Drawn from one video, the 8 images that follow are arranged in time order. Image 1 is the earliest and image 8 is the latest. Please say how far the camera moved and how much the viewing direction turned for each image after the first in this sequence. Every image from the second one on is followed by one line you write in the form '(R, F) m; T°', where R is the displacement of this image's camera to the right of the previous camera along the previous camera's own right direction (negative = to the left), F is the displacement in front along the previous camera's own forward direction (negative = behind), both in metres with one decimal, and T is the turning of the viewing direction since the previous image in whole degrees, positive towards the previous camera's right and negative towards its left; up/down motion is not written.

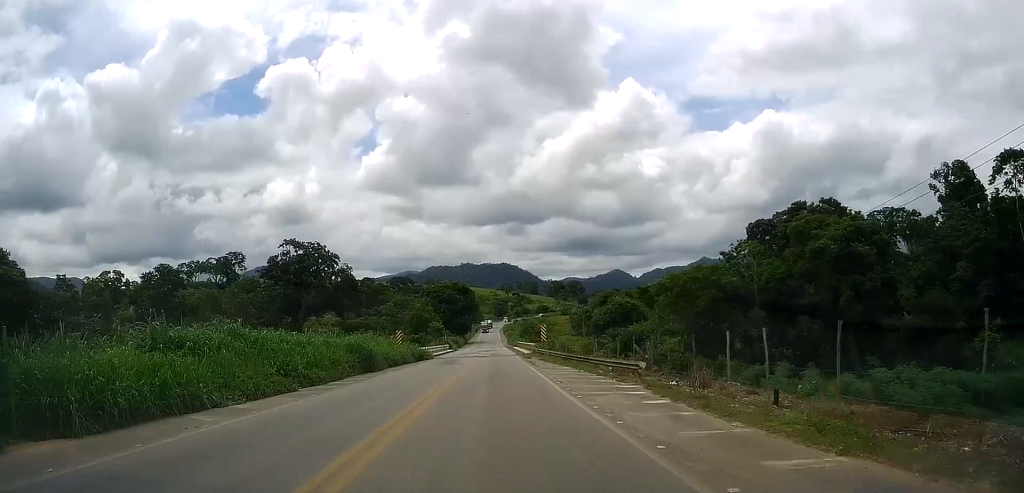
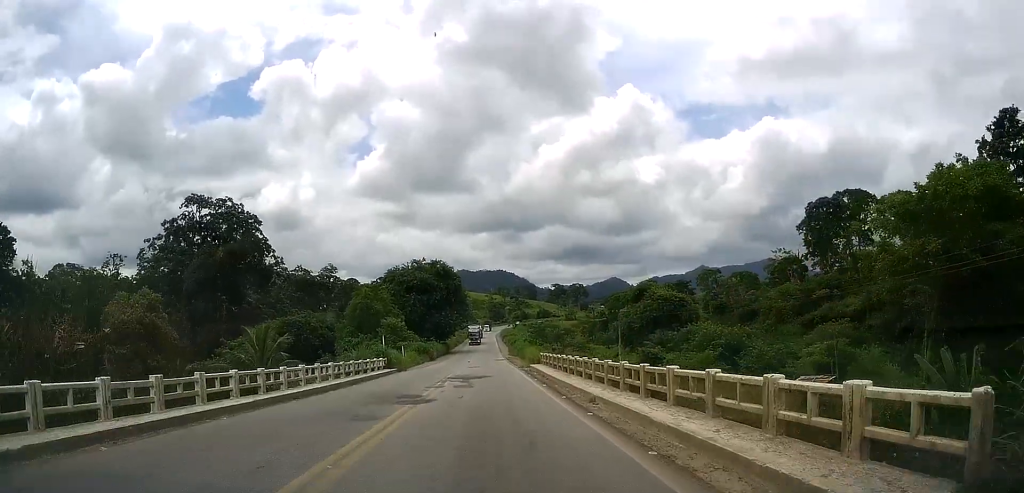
(+0.9, +45.9) m; +2°
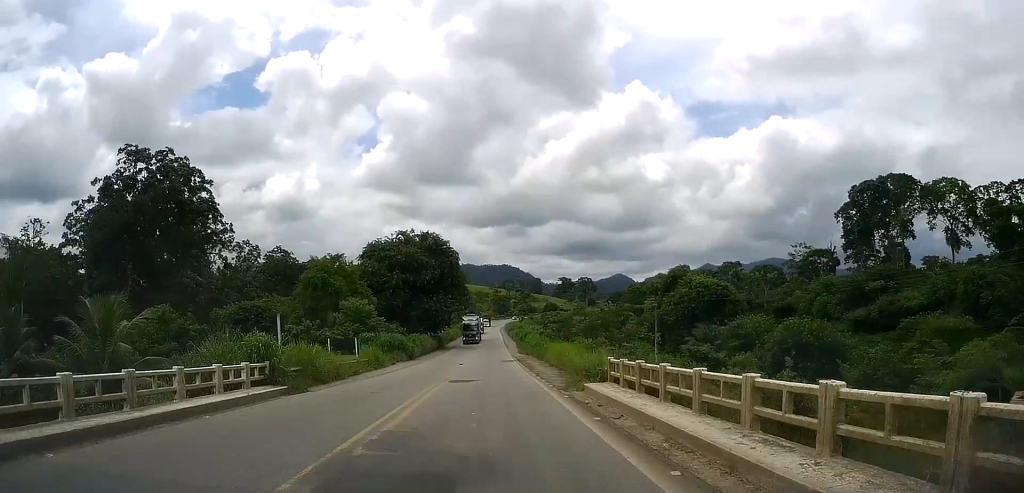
(+0.4, +20.6) m; -1°
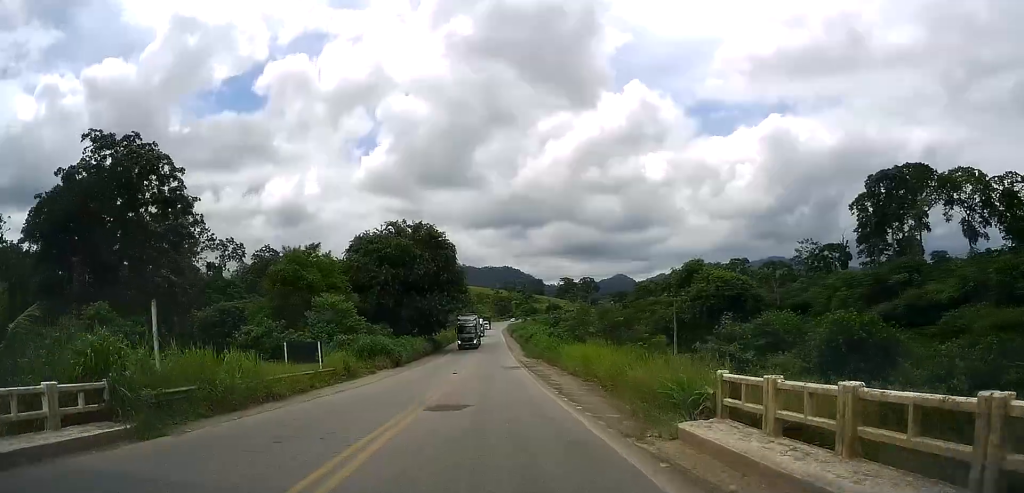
(-0.4, +8.0) m; 0°
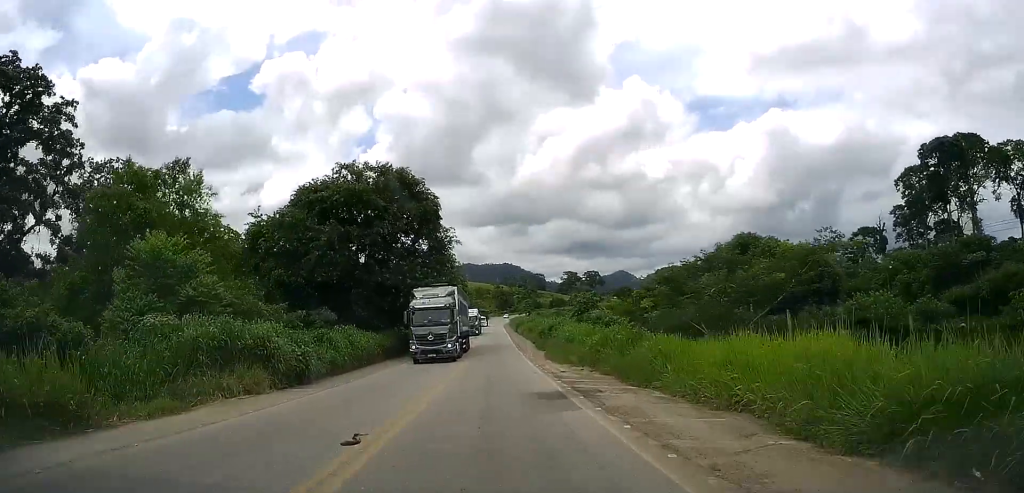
(+0.1, +22.3) m; +1°
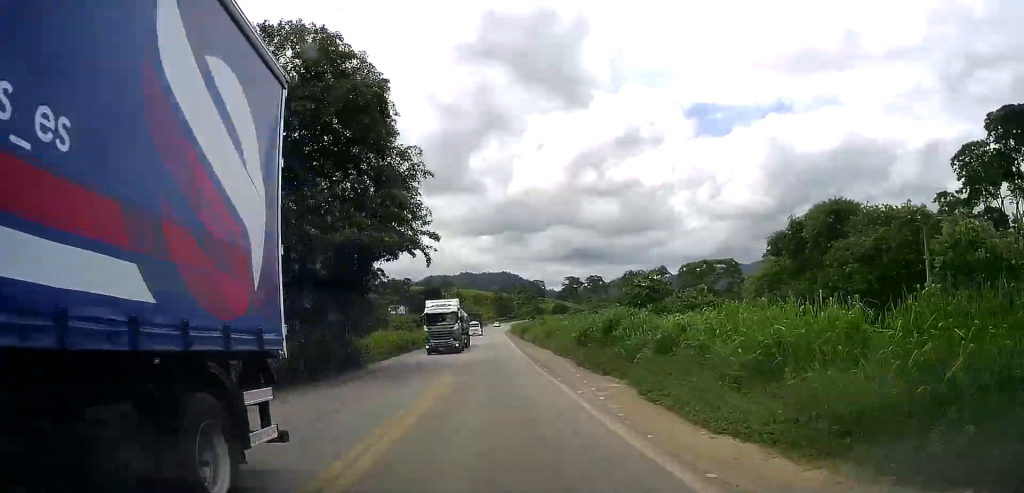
(-0.1, +24.0) m; 0°
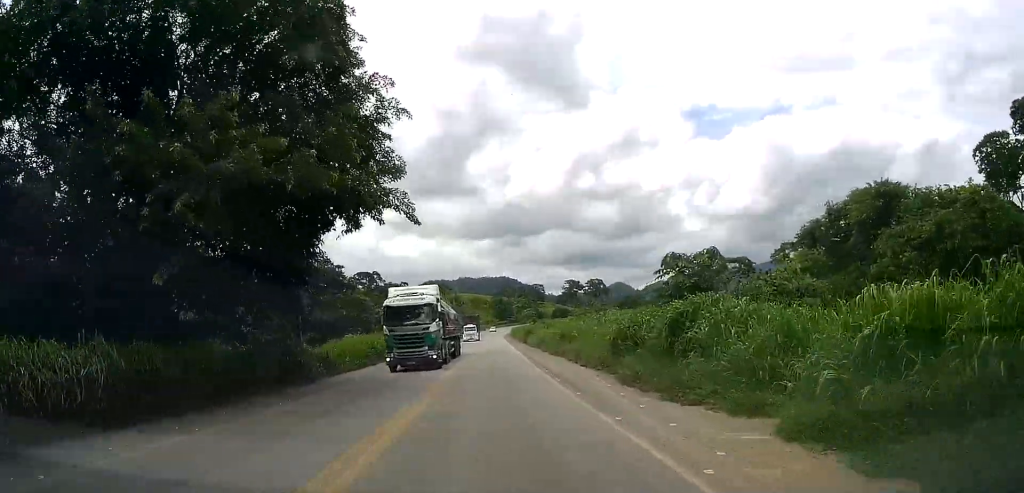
(+0.1, +8.5) m; 0°
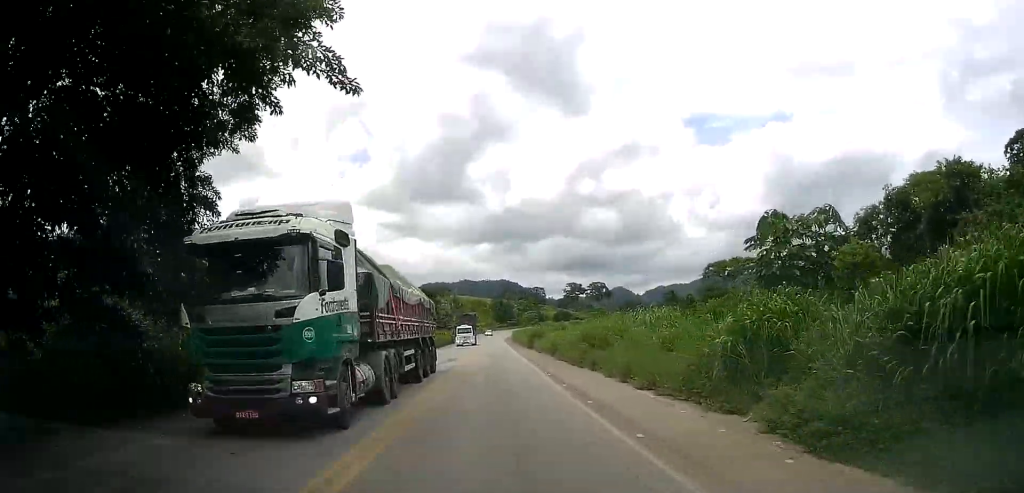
(+0.2, +10.0) m; 0°
